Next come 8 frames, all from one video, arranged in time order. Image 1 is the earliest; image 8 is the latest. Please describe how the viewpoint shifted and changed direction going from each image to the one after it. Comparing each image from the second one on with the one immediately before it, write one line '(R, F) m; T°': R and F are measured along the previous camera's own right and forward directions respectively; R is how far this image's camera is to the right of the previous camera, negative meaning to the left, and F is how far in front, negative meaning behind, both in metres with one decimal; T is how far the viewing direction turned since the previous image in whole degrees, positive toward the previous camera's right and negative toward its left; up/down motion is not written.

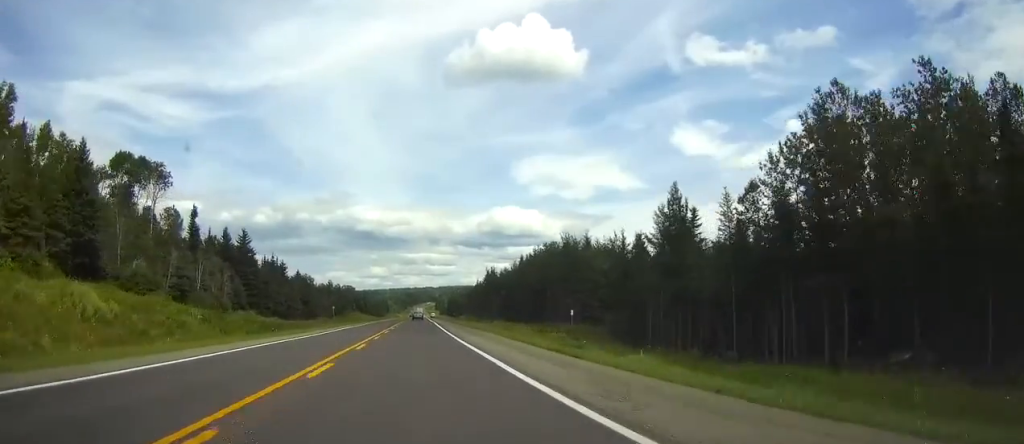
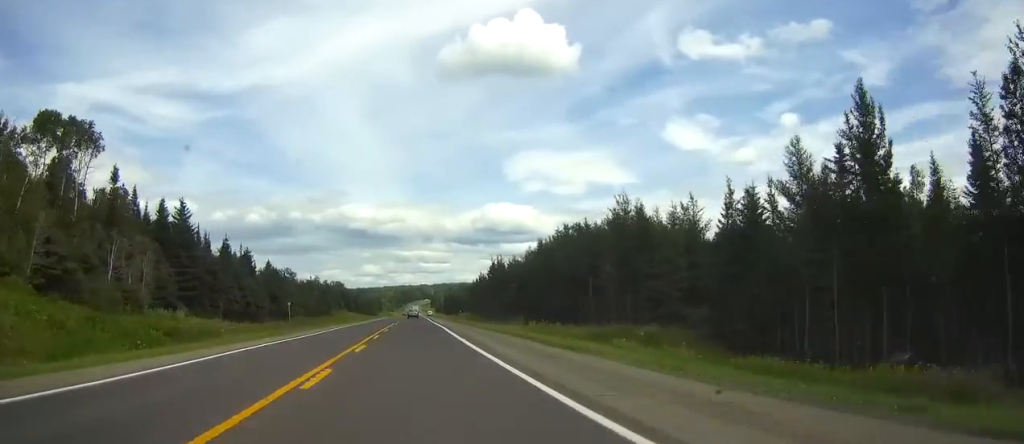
(+0.1, +27.8) m; 0°
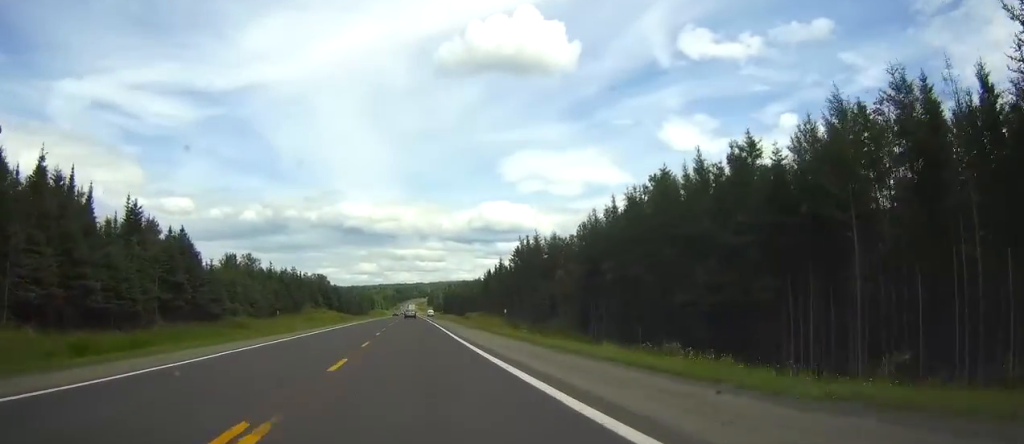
(+0.2, +50.9) m; 0°
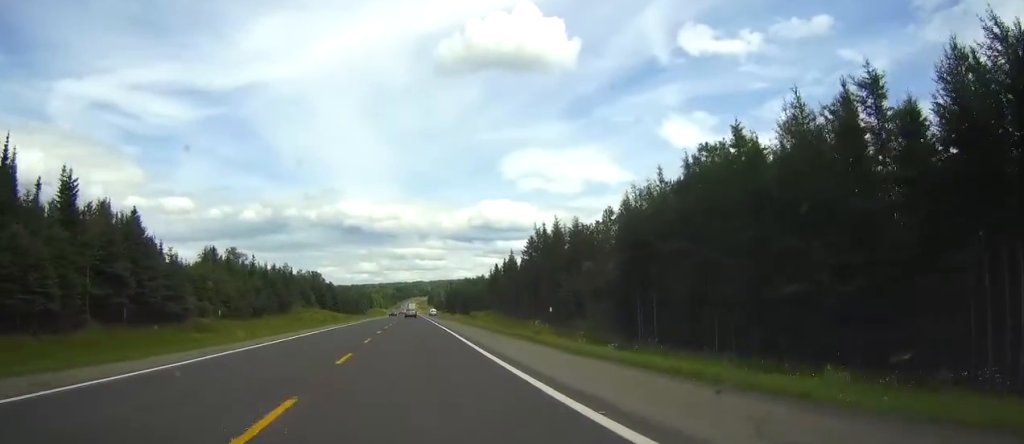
(0.0, +16.1) m; 0°
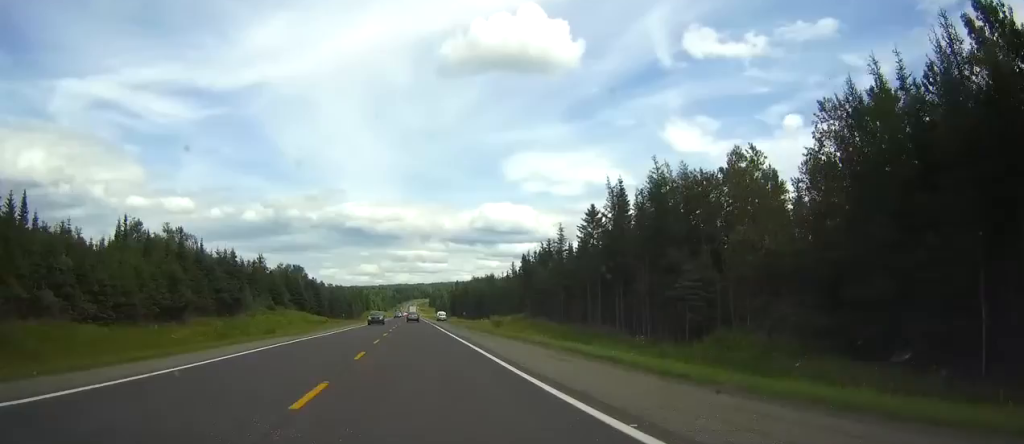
(0.0, +42.0) m; 0°
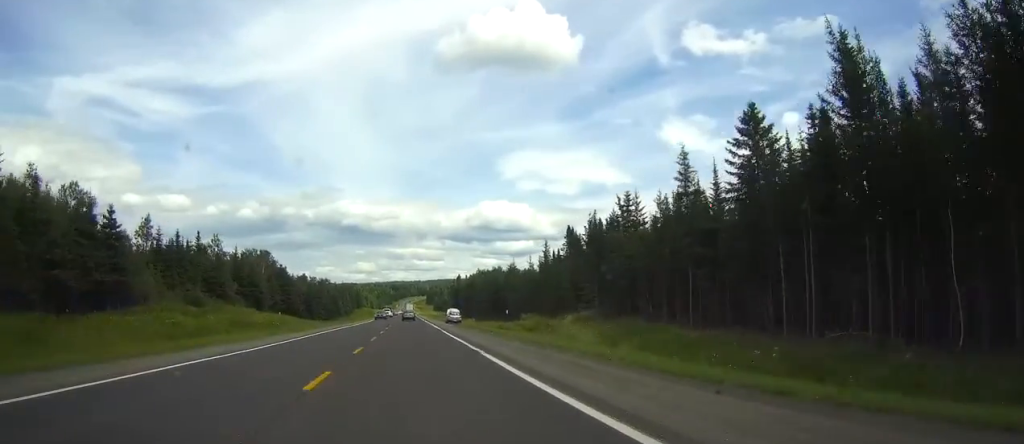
(+0.1, +42.9) m; 0°
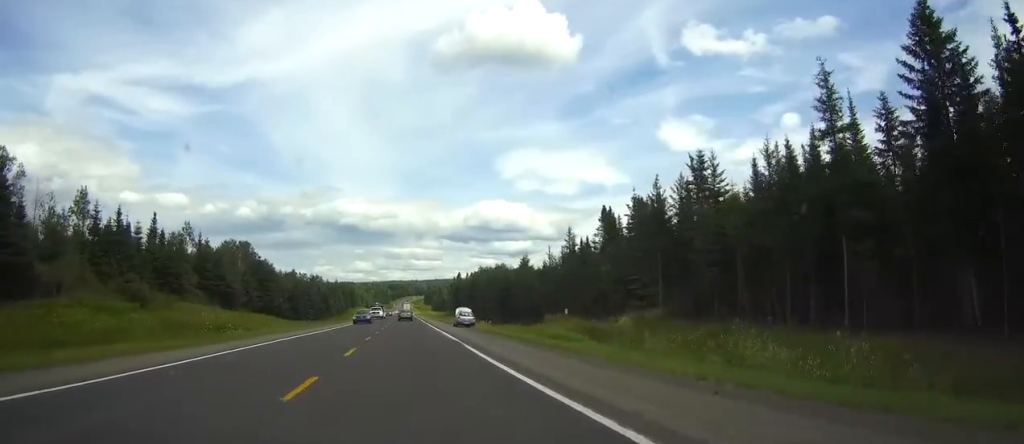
(+0.1, +18.9) m; 0°
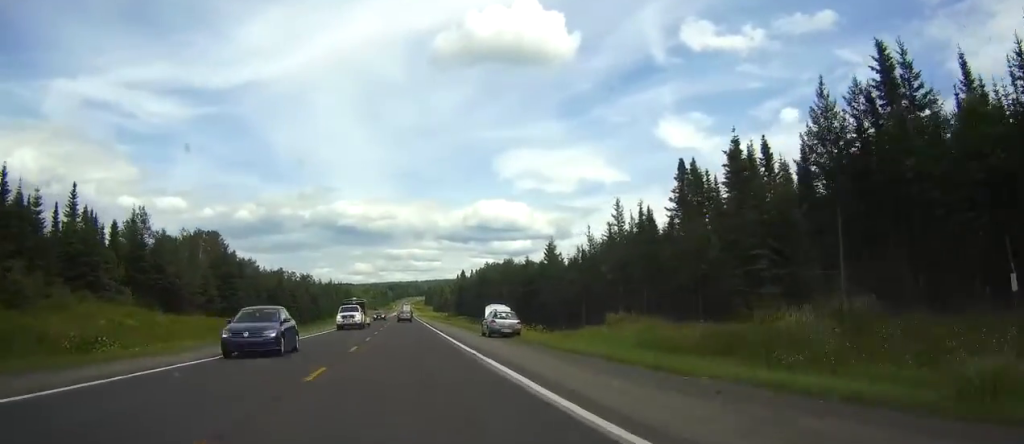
(0.0, +23.8) m; 0°
